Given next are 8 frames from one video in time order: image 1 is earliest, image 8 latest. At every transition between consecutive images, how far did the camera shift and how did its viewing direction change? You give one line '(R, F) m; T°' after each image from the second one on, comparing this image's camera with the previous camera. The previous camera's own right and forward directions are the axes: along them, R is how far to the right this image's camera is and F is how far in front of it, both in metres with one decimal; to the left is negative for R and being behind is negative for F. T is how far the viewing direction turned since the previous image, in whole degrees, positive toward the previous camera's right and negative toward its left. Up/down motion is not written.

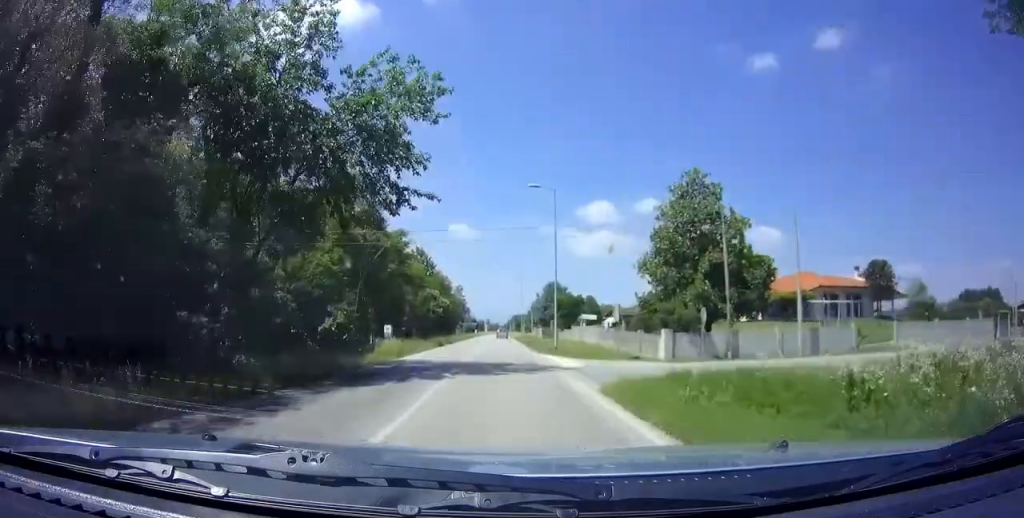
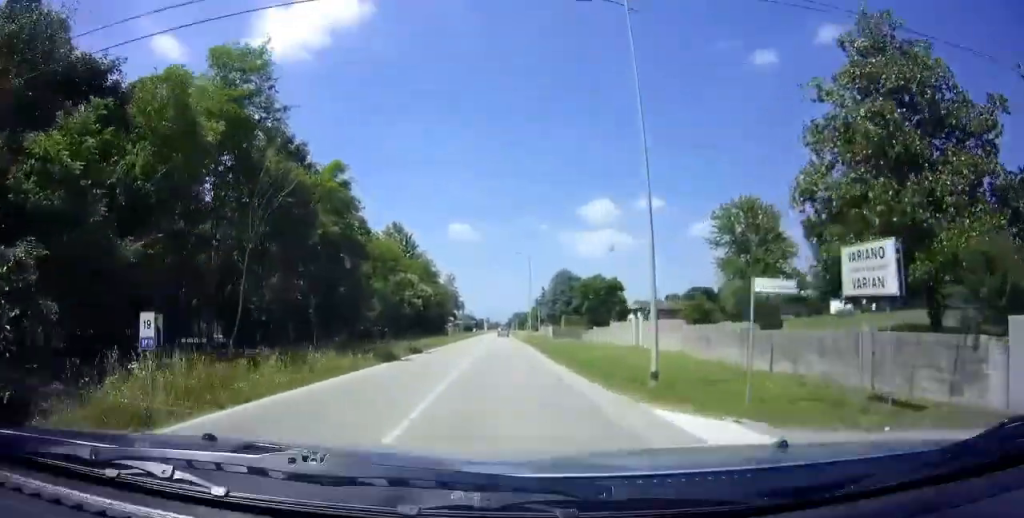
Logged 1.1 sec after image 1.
(-0.1, +20.2) m; 0°
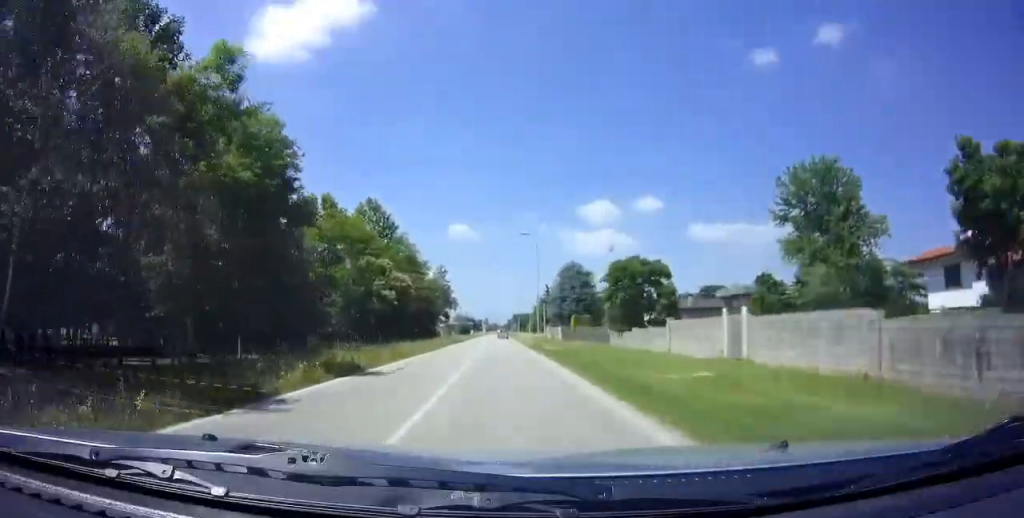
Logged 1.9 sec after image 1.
(0.0, +13.1) m; 0°
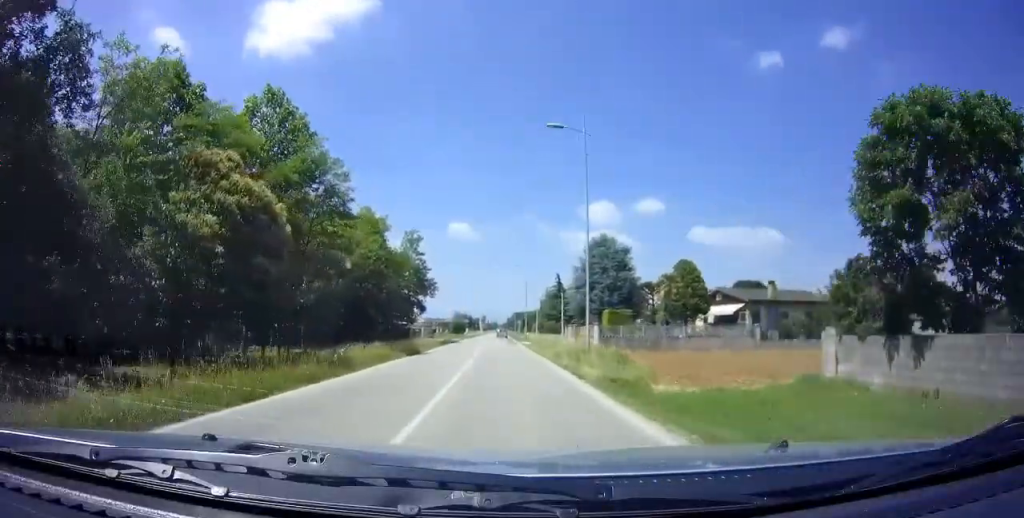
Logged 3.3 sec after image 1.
(+0.1, +26.0) m; 0°
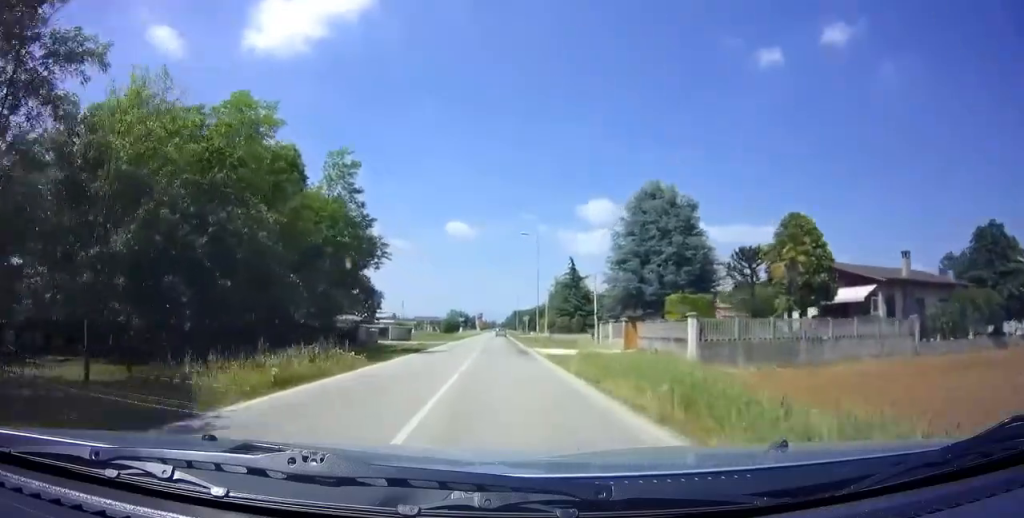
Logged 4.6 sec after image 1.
(0.0, +23.1) m; 0°
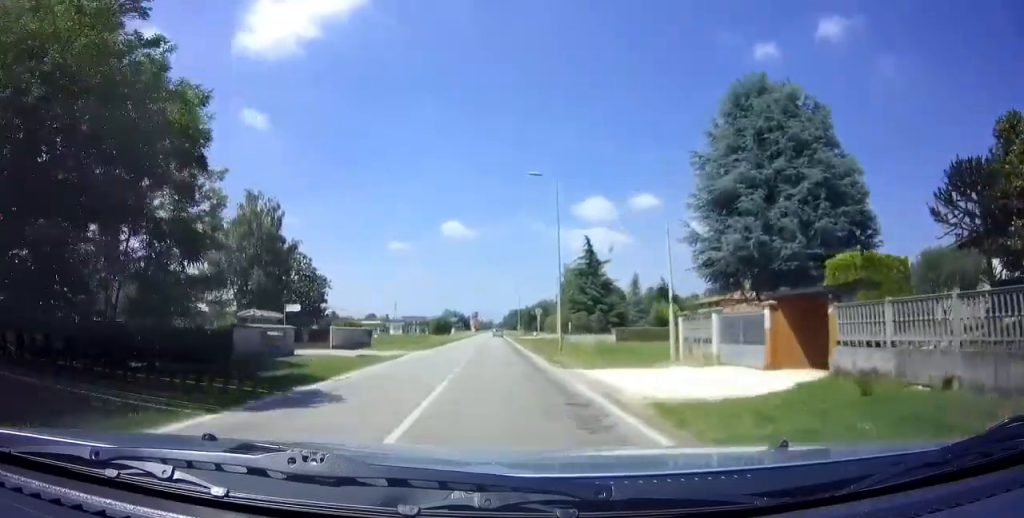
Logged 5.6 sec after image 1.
(+0.1, +18.8) m; 0°
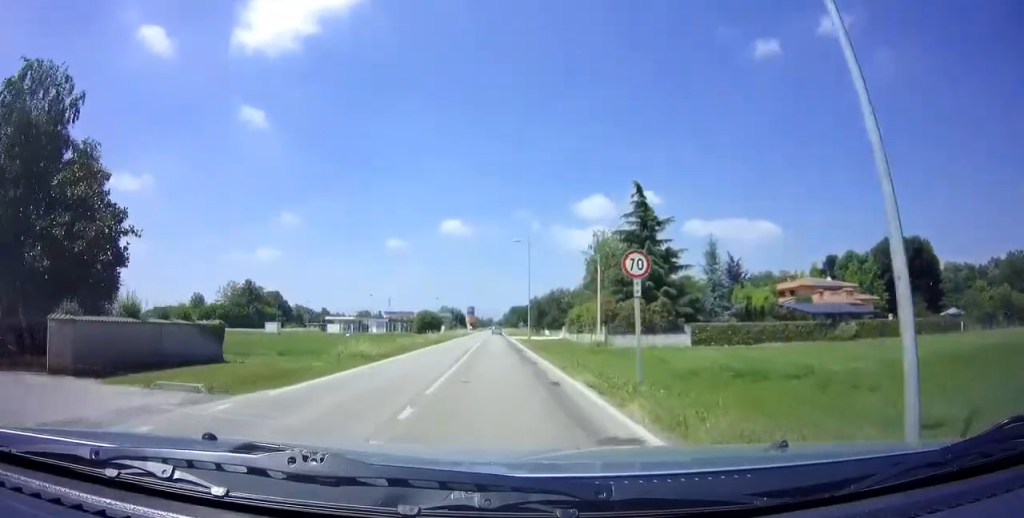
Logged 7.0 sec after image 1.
(-0.1, +24.6) m; 0°
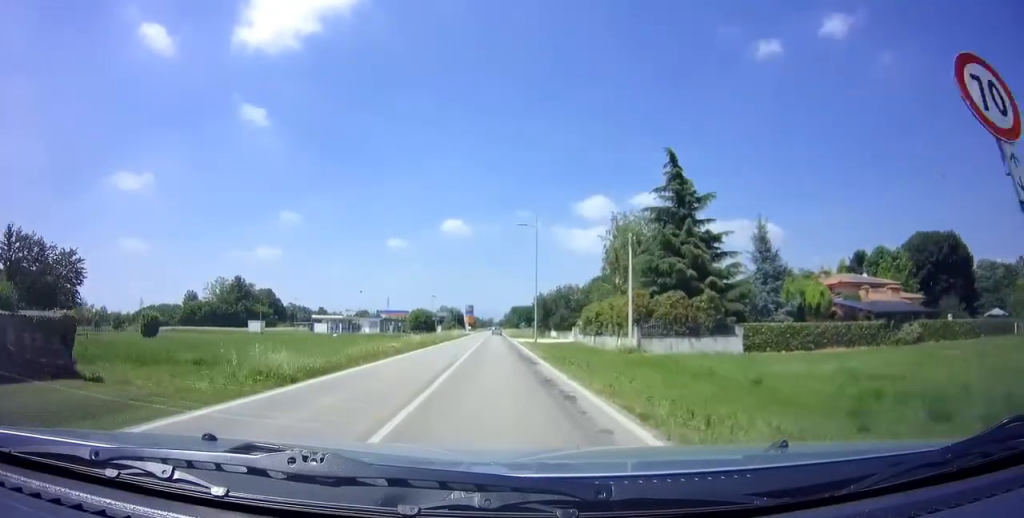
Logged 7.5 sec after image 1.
(+0.1, +8.9) m; 0°
